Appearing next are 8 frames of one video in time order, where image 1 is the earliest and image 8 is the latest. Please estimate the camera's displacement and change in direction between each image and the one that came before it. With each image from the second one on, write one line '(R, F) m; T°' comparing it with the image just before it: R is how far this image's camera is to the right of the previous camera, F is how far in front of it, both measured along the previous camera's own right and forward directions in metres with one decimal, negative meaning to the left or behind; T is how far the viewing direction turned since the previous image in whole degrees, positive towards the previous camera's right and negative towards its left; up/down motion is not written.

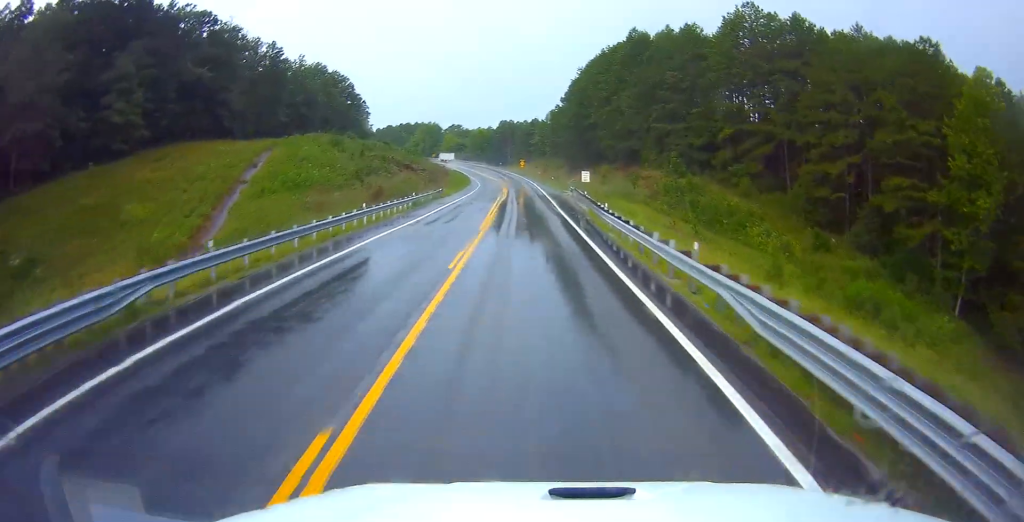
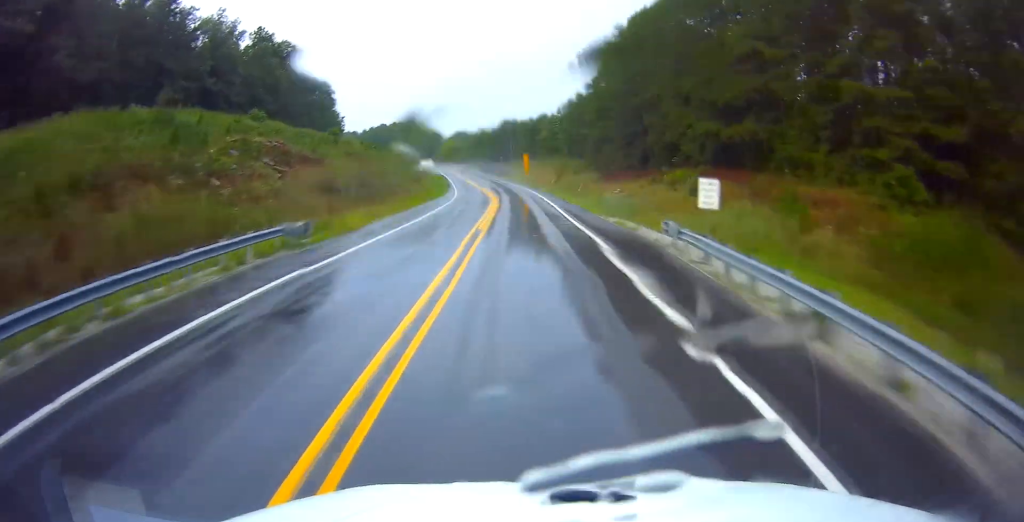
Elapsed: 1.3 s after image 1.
(0.0, +38.2) m; -1°
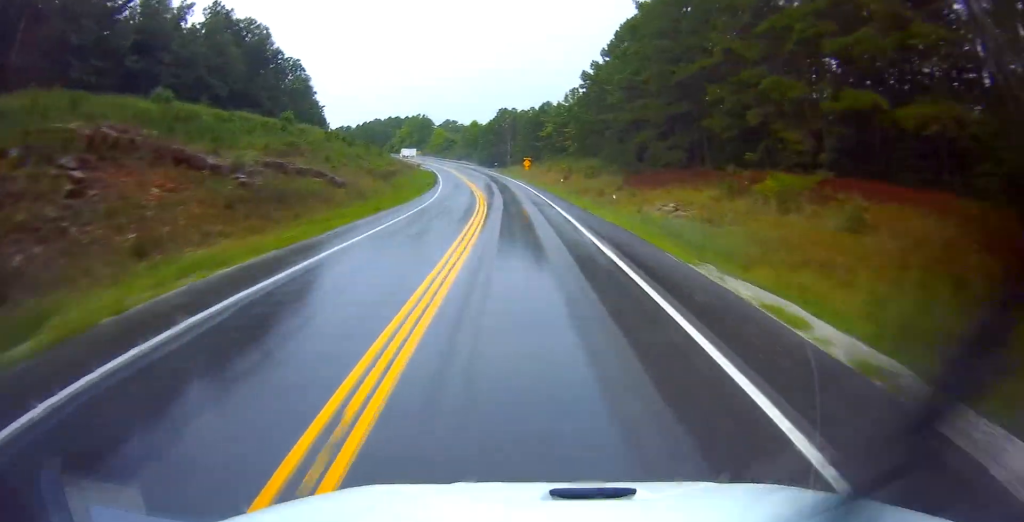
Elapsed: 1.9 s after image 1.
(-0.1, +19.0) m; -1°
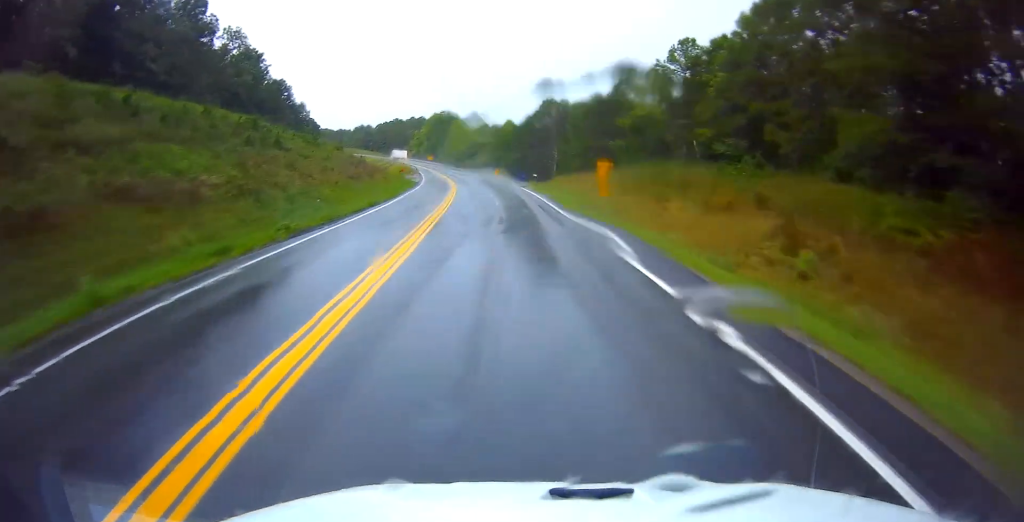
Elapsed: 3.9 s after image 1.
(-0.8, +58.3) m; -4°
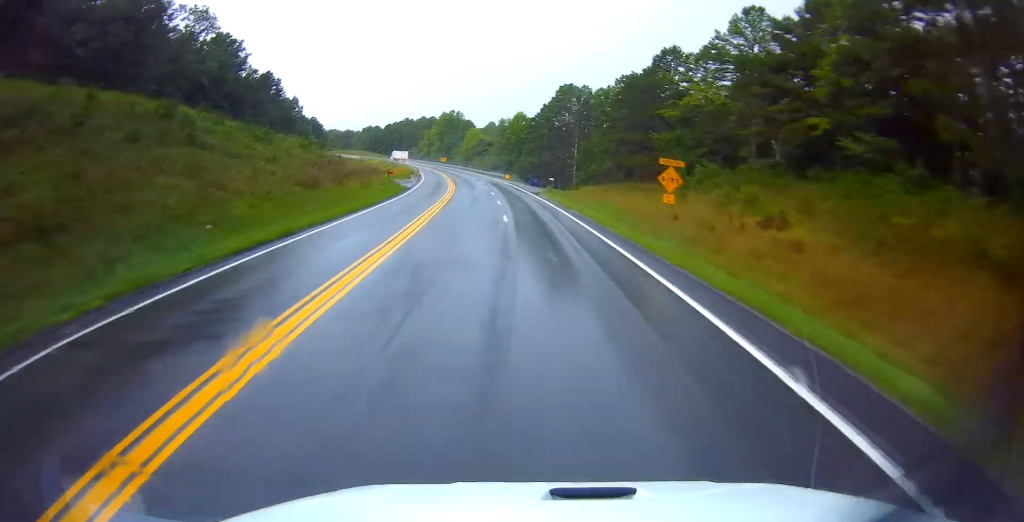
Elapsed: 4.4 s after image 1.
(-0.7, +15.7) m; -2°
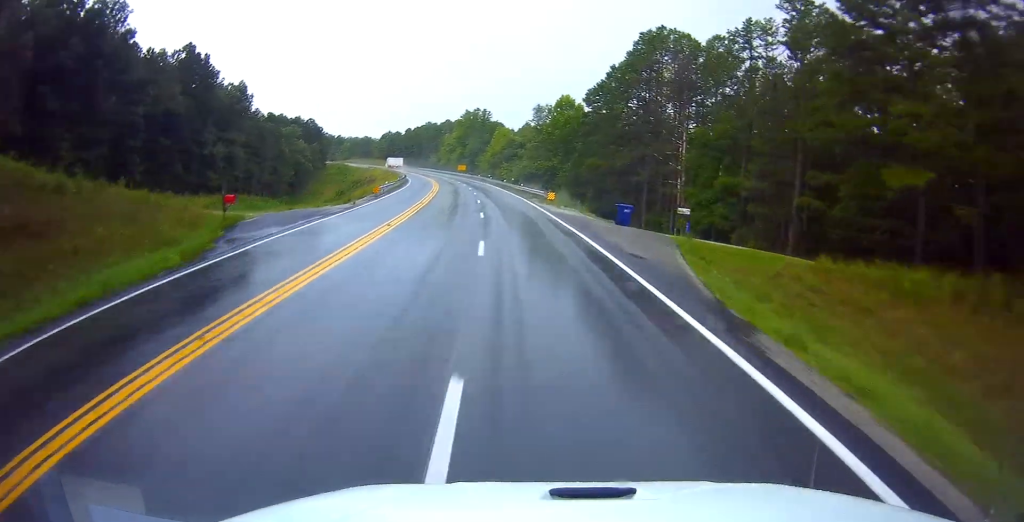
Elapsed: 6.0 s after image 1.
(-2.0, +45.6) m; -6°
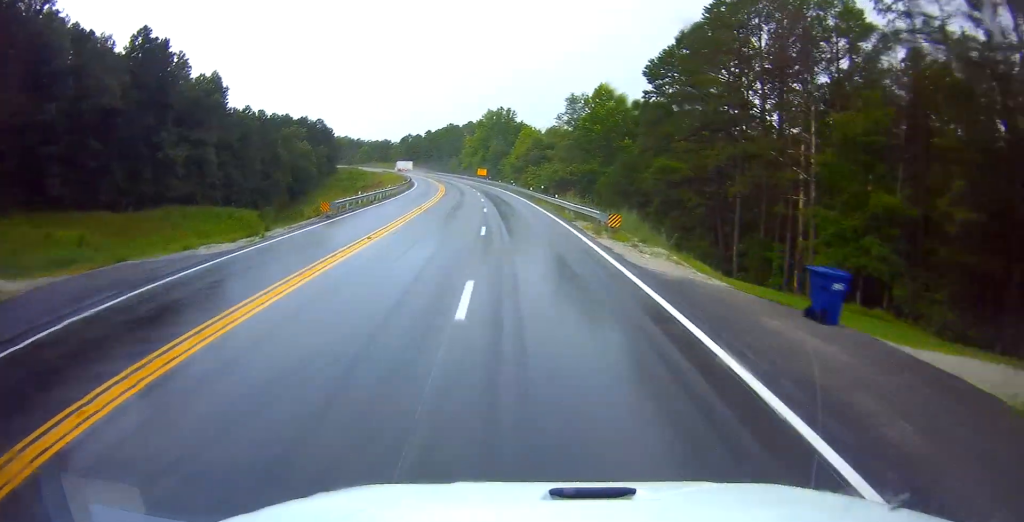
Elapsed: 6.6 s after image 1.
(-0.8, +18.3) m; -2°
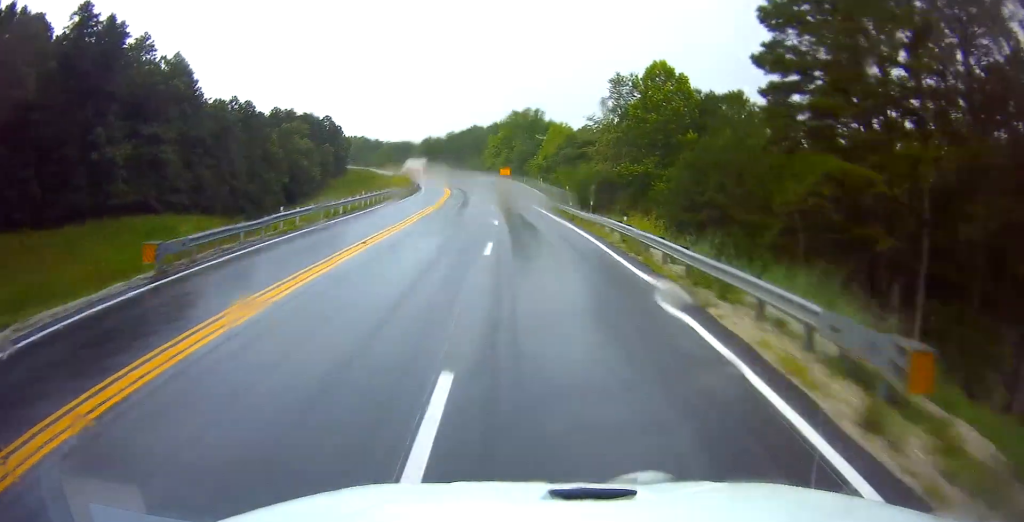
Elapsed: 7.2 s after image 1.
(-0.2, +17.2) m; -2°
